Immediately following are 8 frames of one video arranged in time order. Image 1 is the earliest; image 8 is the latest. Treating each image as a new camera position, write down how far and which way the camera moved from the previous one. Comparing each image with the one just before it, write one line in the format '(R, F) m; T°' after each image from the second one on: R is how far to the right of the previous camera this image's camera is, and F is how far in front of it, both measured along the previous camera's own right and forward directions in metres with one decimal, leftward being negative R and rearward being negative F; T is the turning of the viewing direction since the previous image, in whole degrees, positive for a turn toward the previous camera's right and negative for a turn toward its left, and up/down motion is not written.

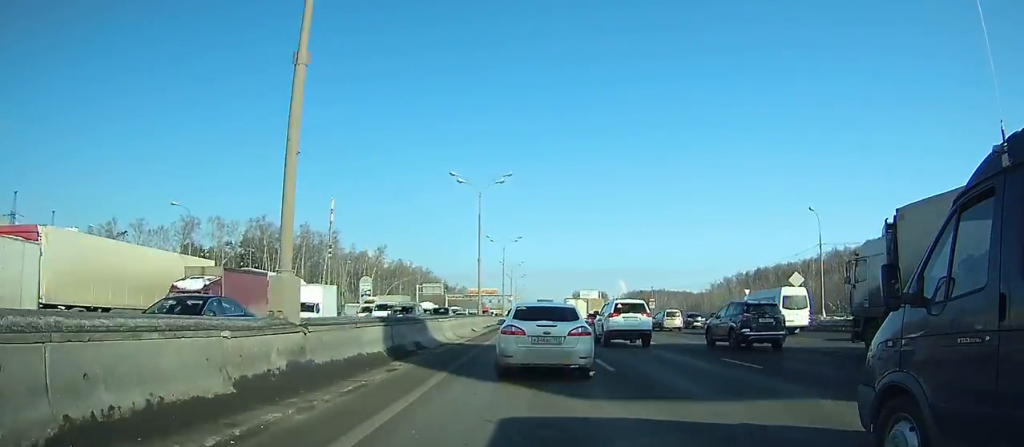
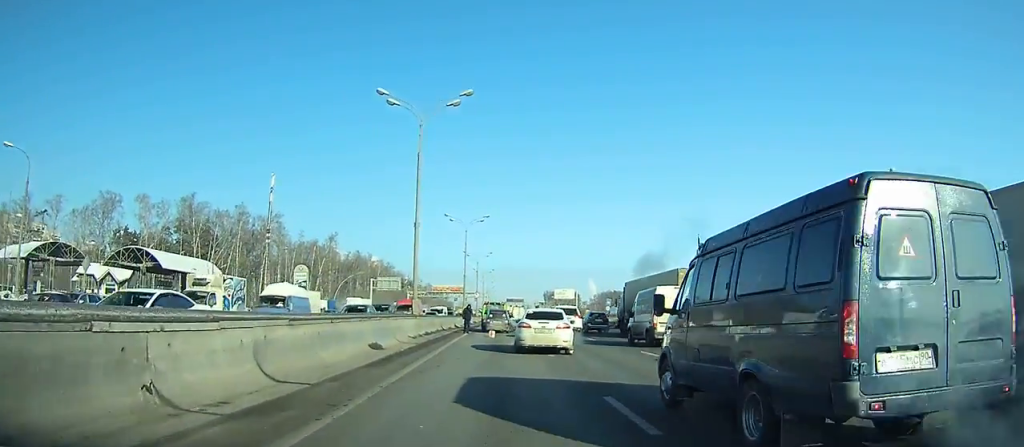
(+1.2, +20.0) m; +6°
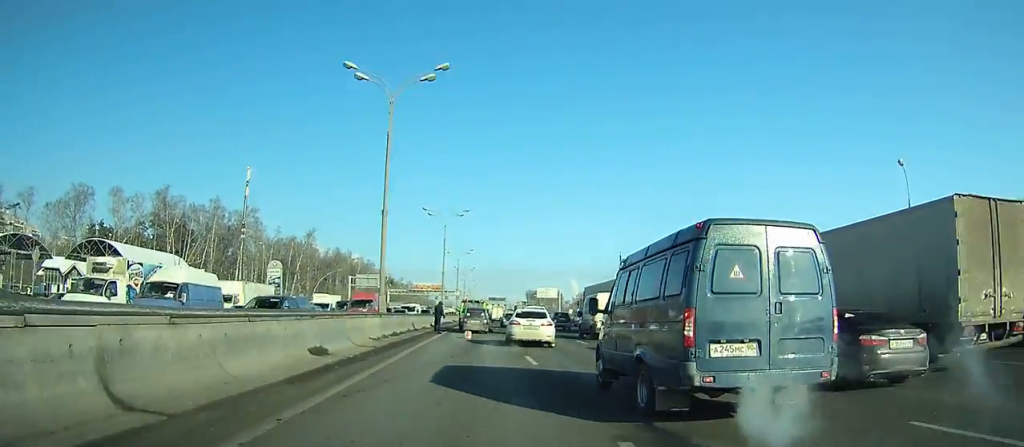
(+0.1, +5.1) m; 0°
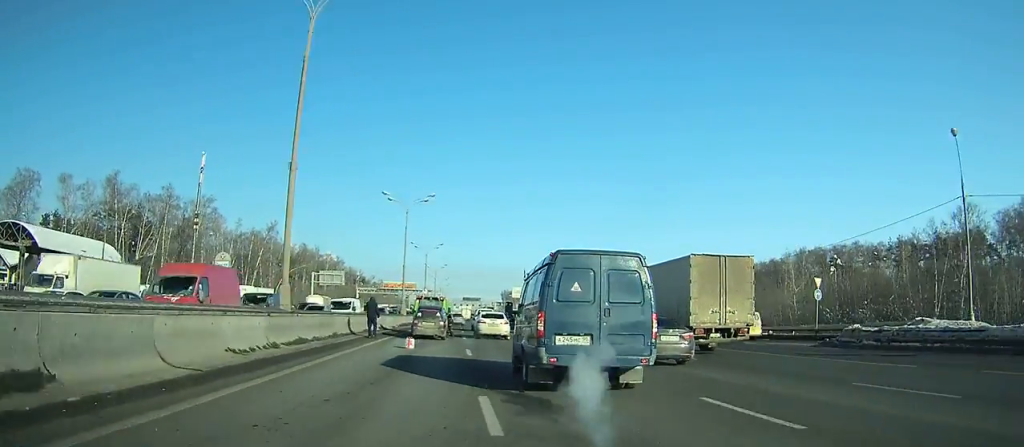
(+0.1, +10.4) m; -1°
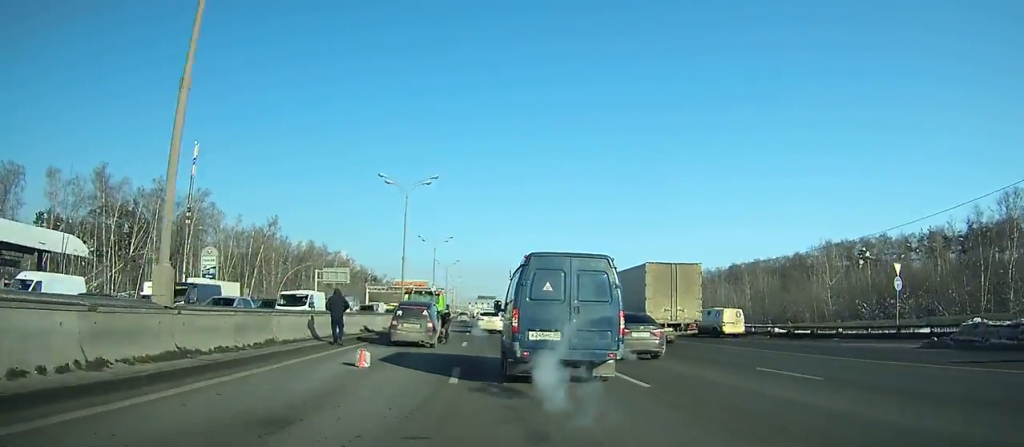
(0.0, +7.9) m; -1°
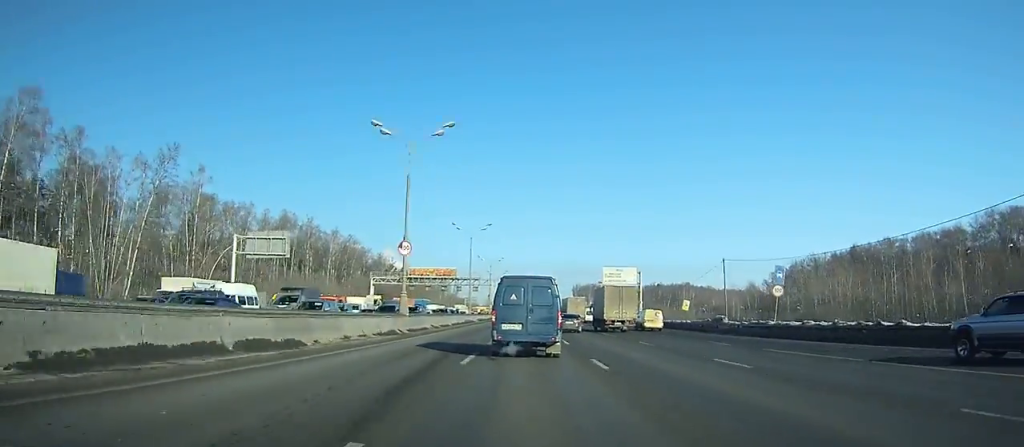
(-3.2, +56.0) m; -5°
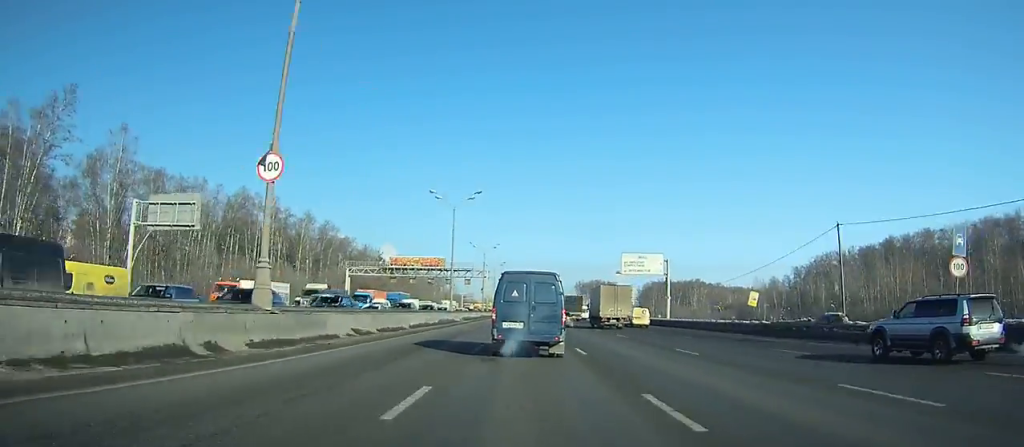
(0.0, +20.1) m; 0°
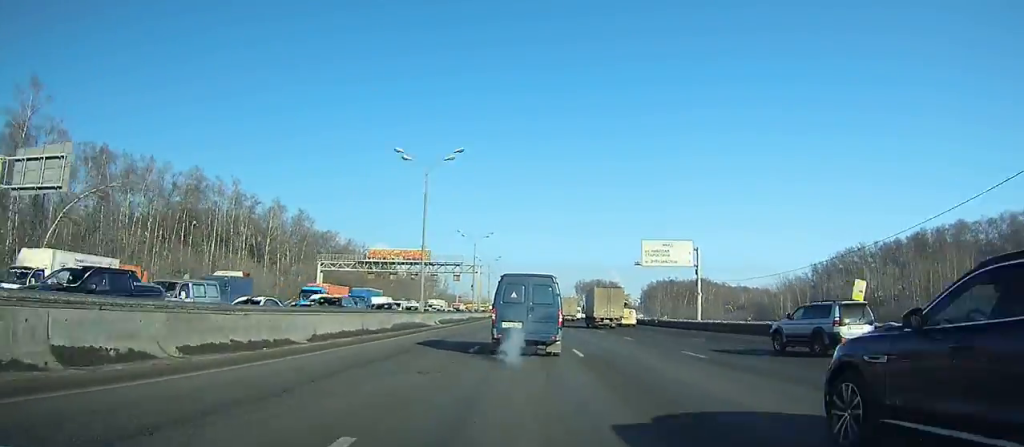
(0.0, +16.6) m; 0°
